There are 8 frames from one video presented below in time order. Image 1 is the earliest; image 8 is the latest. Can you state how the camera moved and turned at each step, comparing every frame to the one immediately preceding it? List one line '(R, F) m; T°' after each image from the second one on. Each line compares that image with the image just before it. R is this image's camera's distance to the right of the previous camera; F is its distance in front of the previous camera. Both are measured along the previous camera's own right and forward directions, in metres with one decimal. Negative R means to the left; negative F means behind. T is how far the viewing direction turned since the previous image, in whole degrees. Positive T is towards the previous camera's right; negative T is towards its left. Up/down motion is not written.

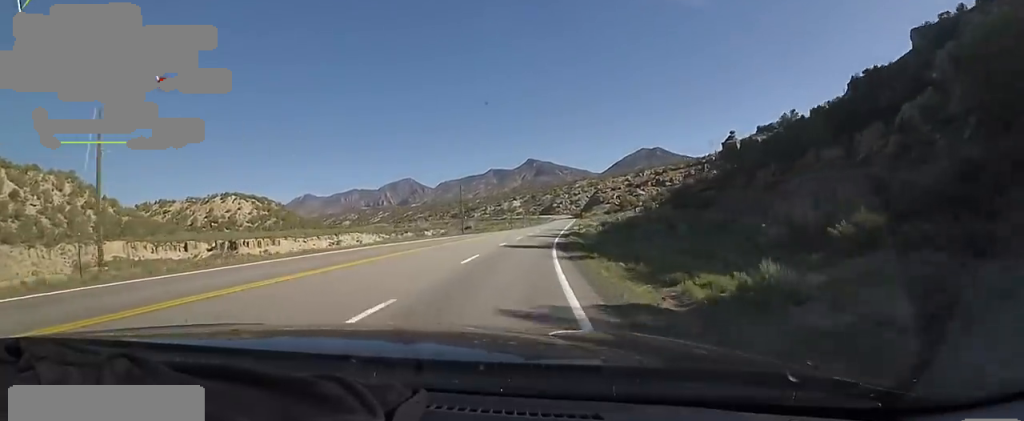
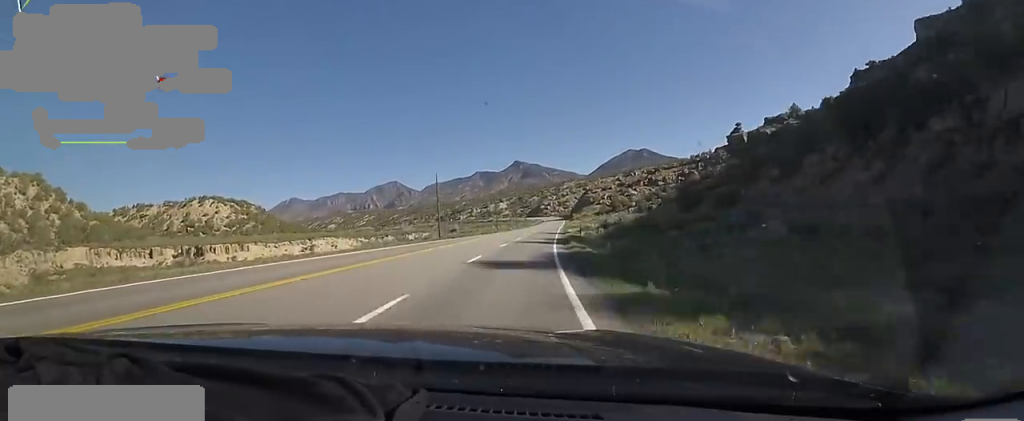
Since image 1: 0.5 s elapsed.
(-0.1, +11.4) m; +1°
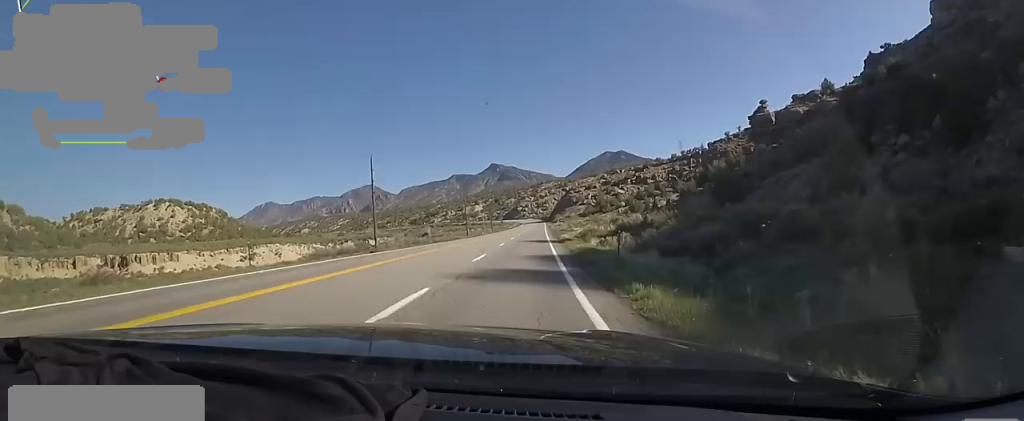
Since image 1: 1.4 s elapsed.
(+0.3, +22.8) m; +4°
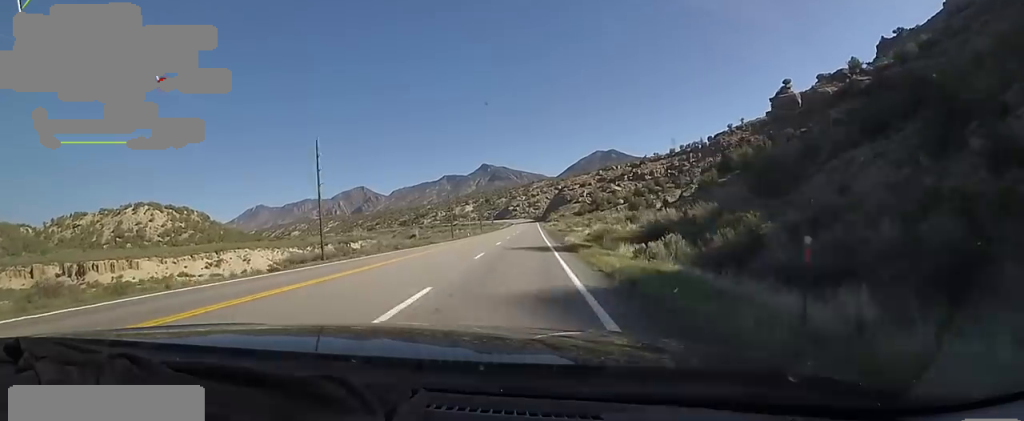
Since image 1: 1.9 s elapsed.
(+0.3, +12.3) m; +3°
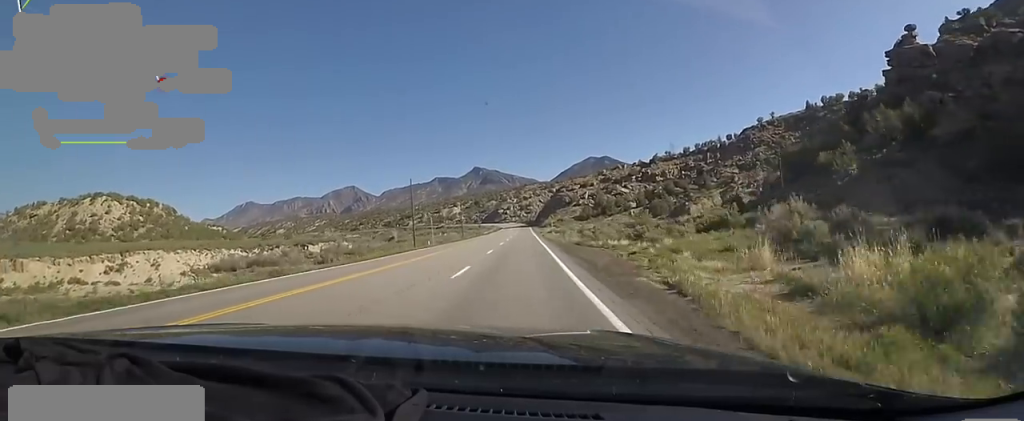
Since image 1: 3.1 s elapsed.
(+1.4, +30.5) m; +1°
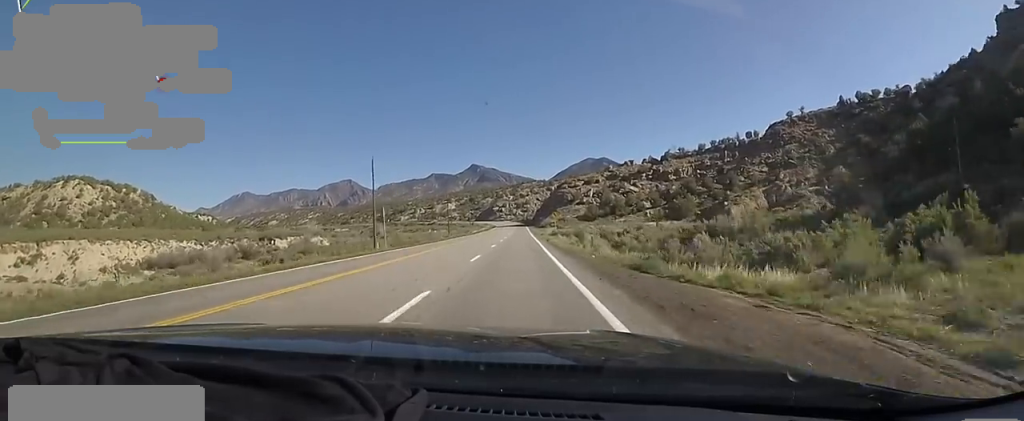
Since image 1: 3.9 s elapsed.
(-0.8, +19.8) m; -2°
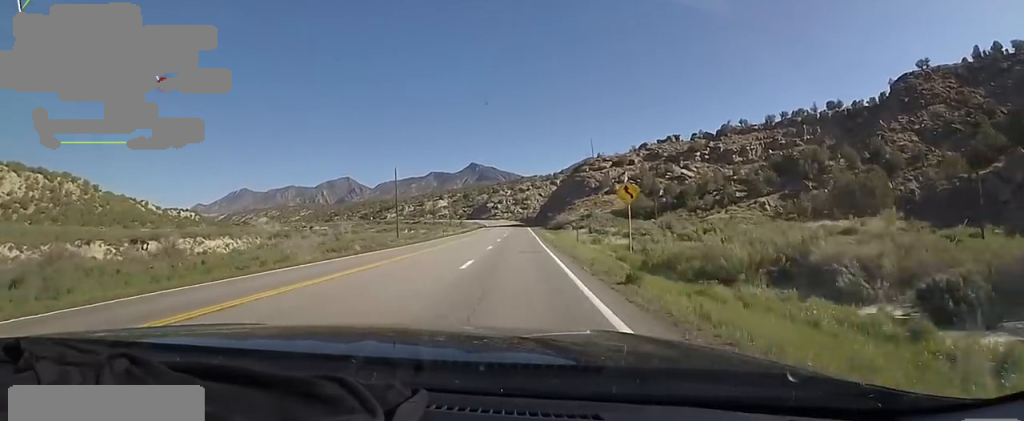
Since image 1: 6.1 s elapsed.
(+1.5, +52.4) m; +2°
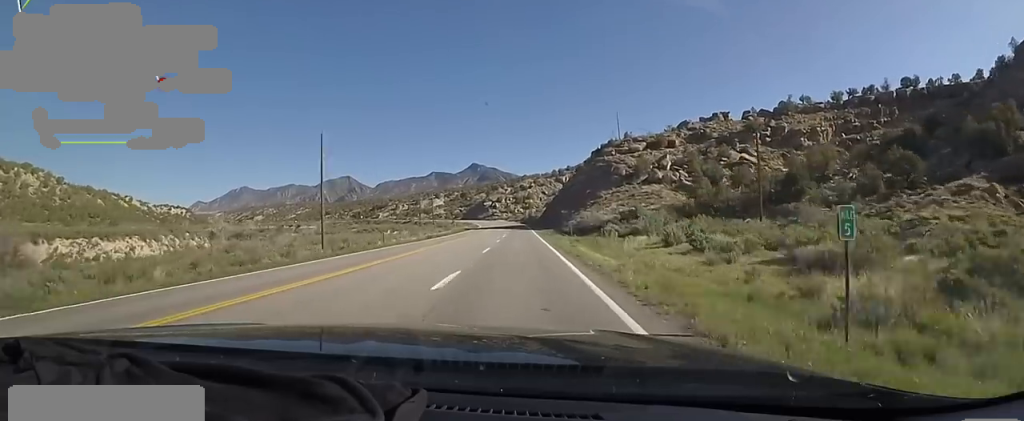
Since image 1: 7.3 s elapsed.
(-0.5, +29.6) m; 0°
